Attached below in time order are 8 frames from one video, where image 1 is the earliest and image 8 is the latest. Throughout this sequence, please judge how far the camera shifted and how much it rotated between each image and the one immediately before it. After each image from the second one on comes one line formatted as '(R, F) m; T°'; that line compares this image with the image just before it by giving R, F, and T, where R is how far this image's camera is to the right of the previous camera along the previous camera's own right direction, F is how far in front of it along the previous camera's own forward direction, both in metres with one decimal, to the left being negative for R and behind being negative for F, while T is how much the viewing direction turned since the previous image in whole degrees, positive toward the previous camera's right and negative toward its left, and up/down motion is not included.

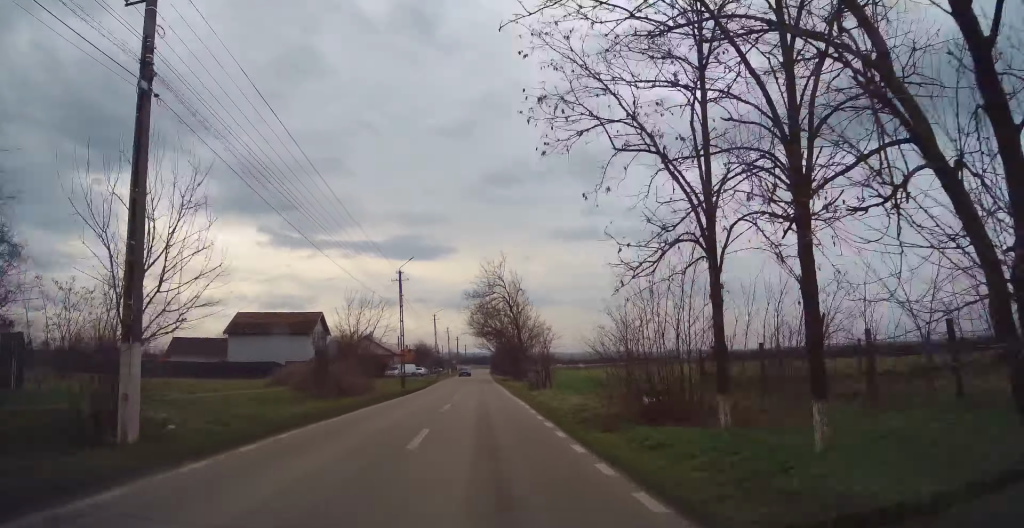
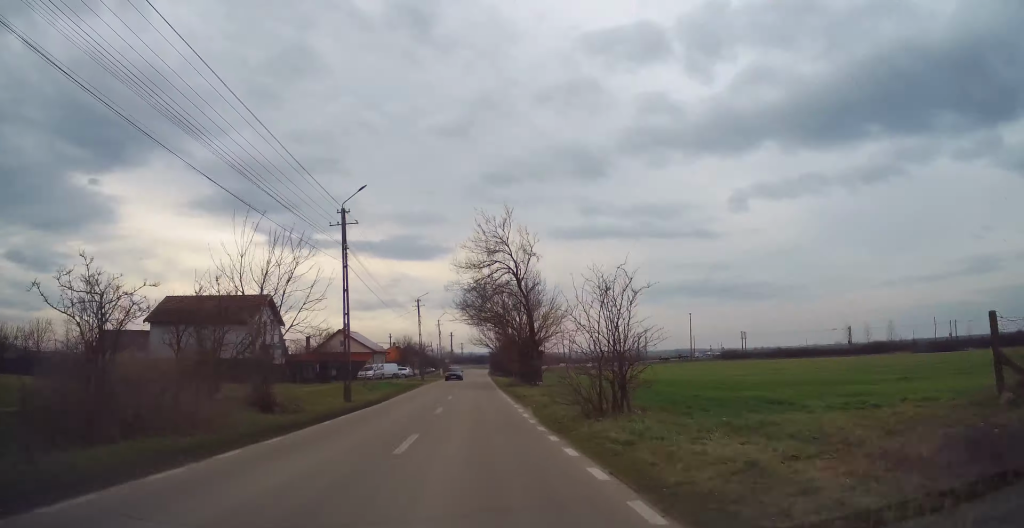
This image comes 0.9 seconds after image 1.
(+0.2, +17.4) m; +1°
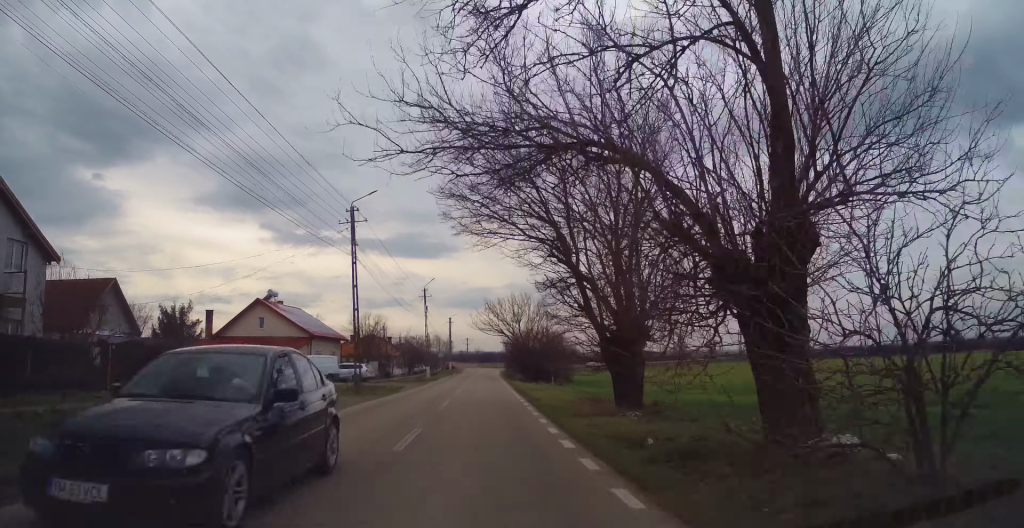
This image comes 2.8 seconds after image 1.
(+0.1, +35.5) m; 0°
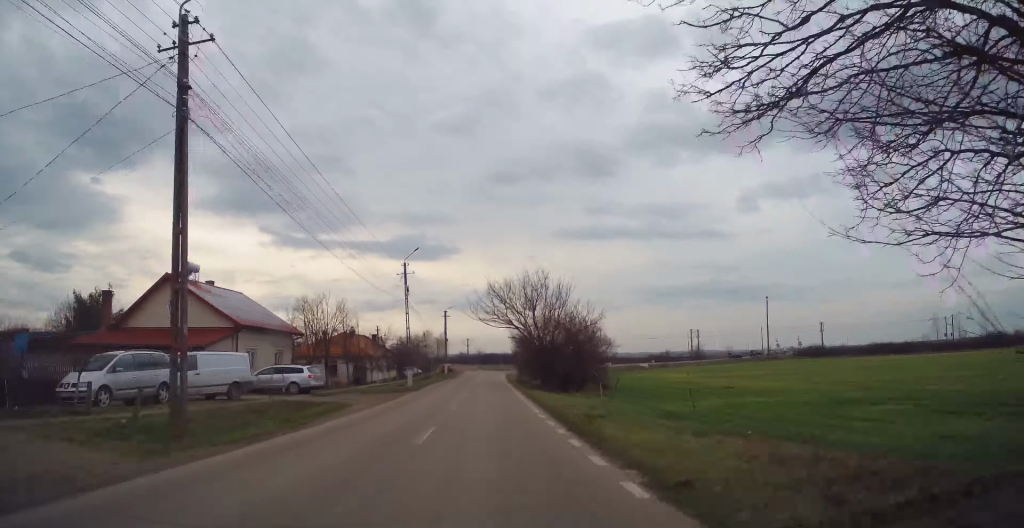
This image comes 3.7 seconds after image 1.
(-0.1, +16.7) m; -1°
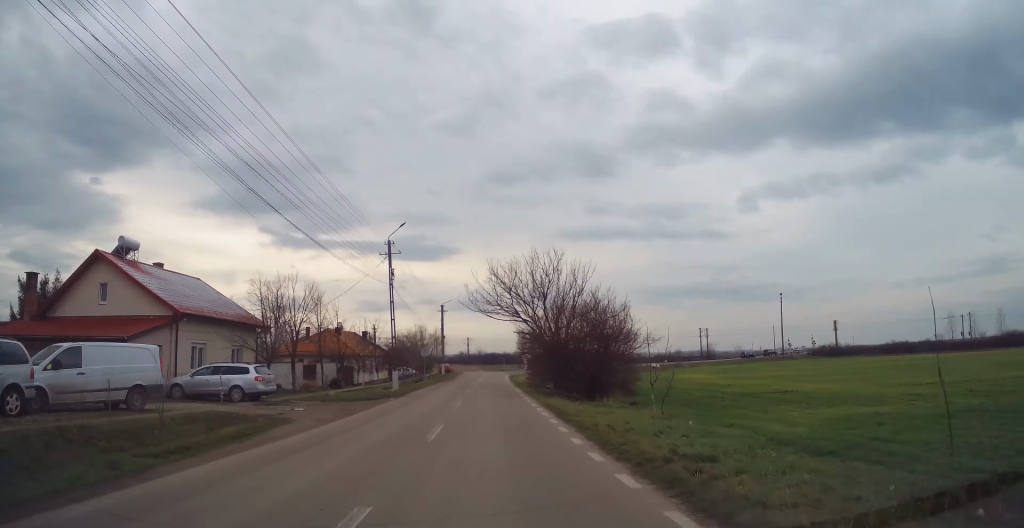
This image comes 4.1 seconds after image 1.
(-0.1, +7.9) m; -1°
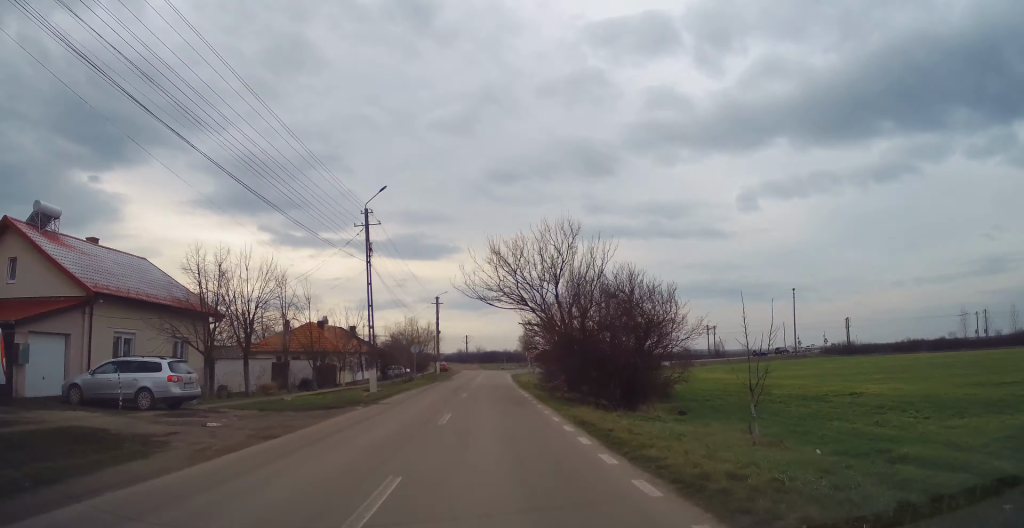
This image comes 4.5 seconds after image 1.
(0.0, +7.1) m; 0°
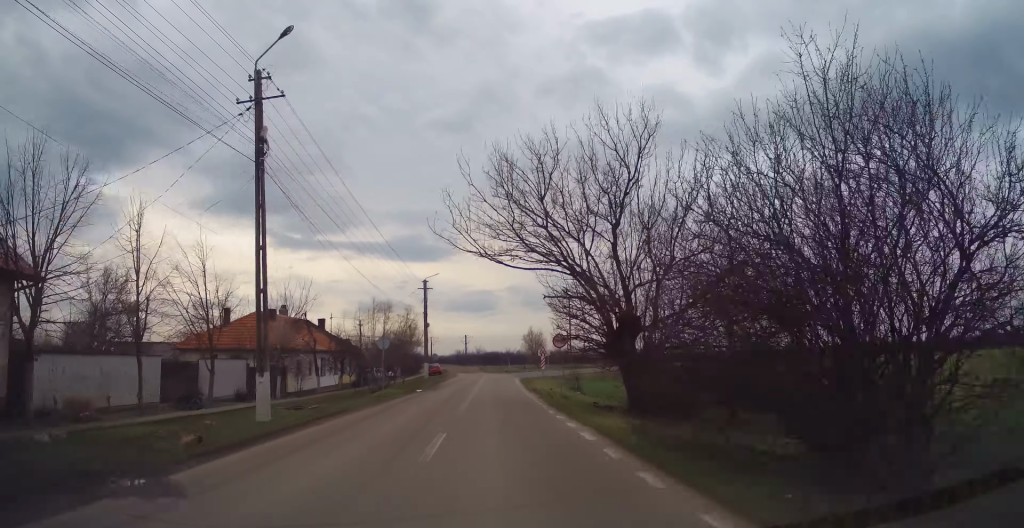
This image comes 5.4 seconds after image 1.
(0.0, +15.1) m; +1°
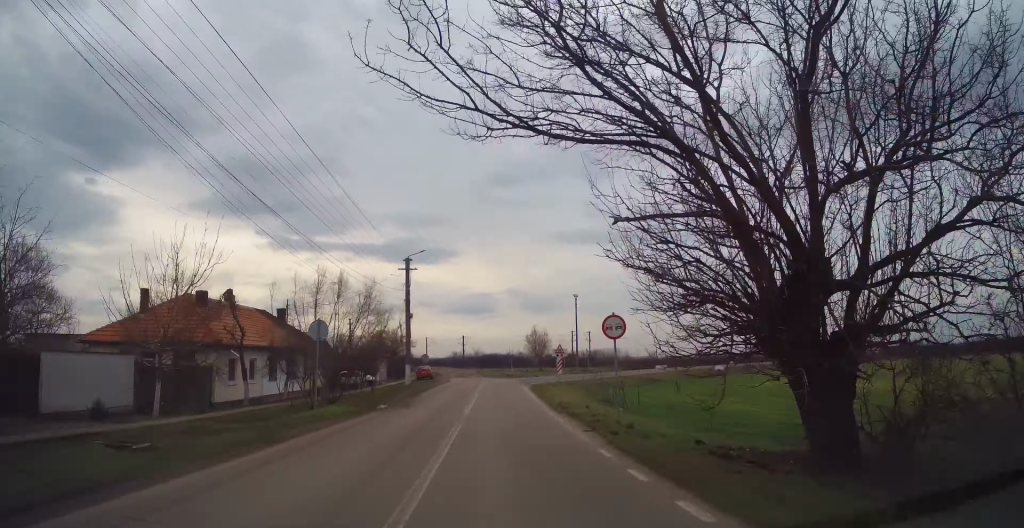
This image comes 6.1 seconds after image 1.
(+0.2, +12.1) m; 0°
